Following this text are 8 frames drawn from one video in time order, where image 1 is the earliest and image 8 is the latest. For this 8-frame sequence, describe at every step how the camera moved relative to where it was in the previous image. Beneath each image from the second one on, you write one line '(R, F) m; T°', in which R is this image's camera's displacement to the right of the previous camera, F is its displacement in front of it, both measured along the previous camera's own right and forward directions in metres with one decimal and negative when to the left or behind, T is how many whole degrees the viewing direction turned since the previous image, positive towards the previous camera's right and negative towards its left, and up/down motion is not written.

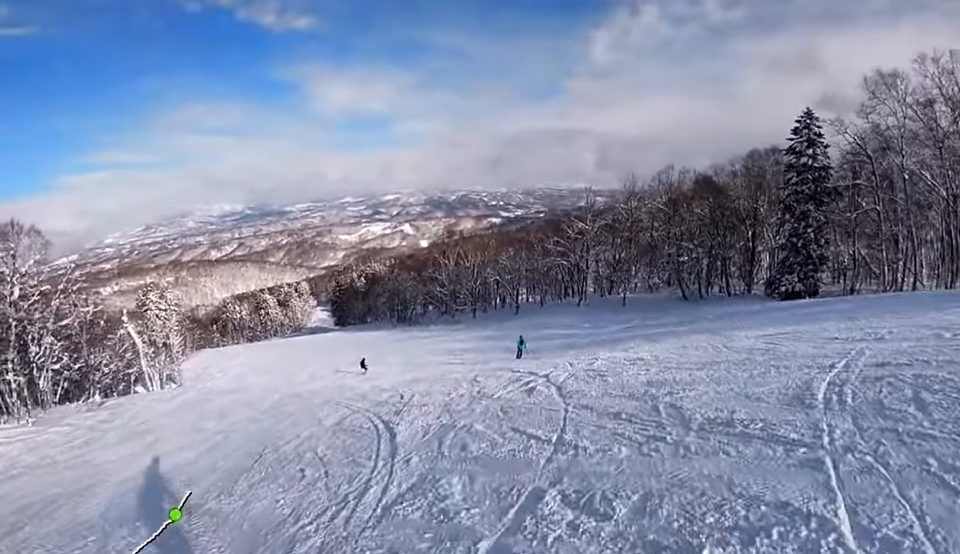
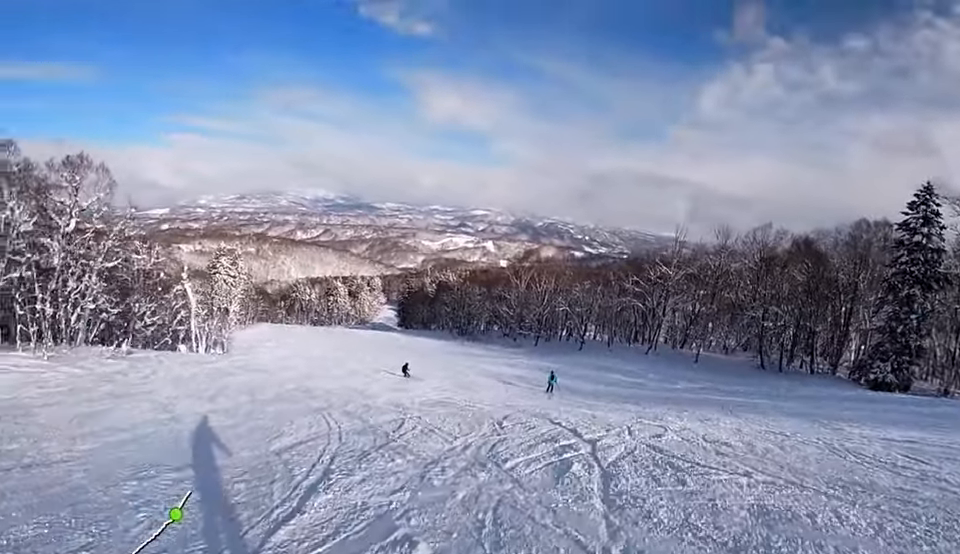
(-0.1, +4.3) m; -8°
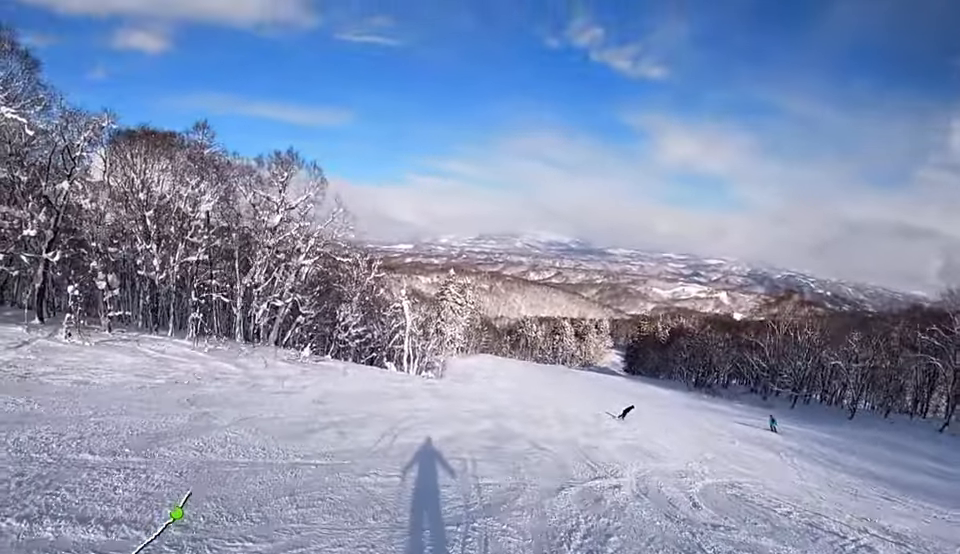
(-3.0, +11.3) m; -14°
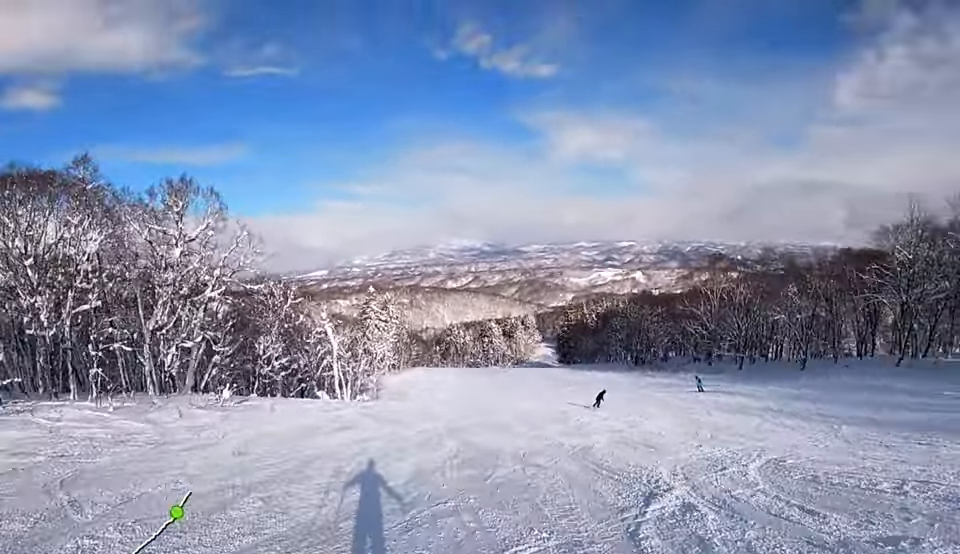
(+0.1, +3.8) m; +2°
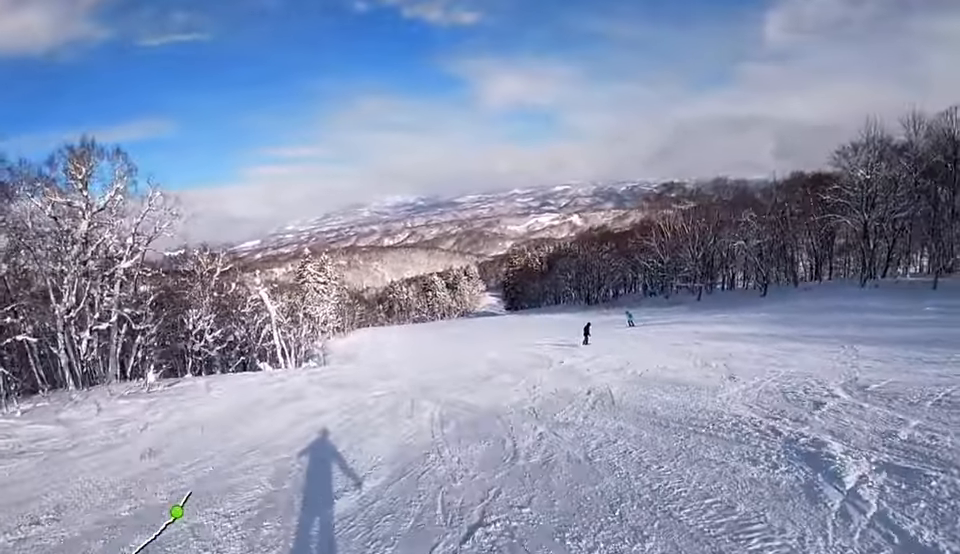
(+0.6, +3.7) m; +3°
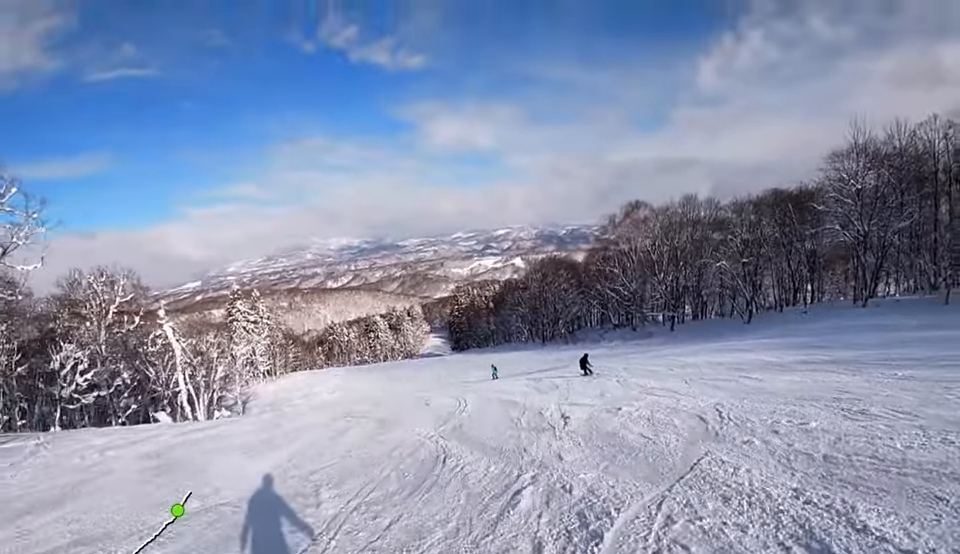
(-0.1, +10.2) m; -4°
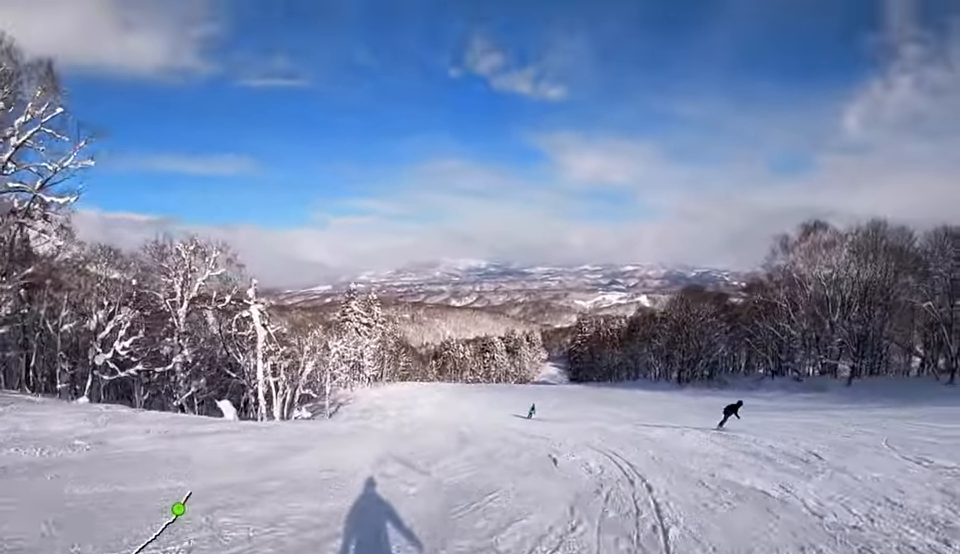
(-0.4, +10.1) m; -1°
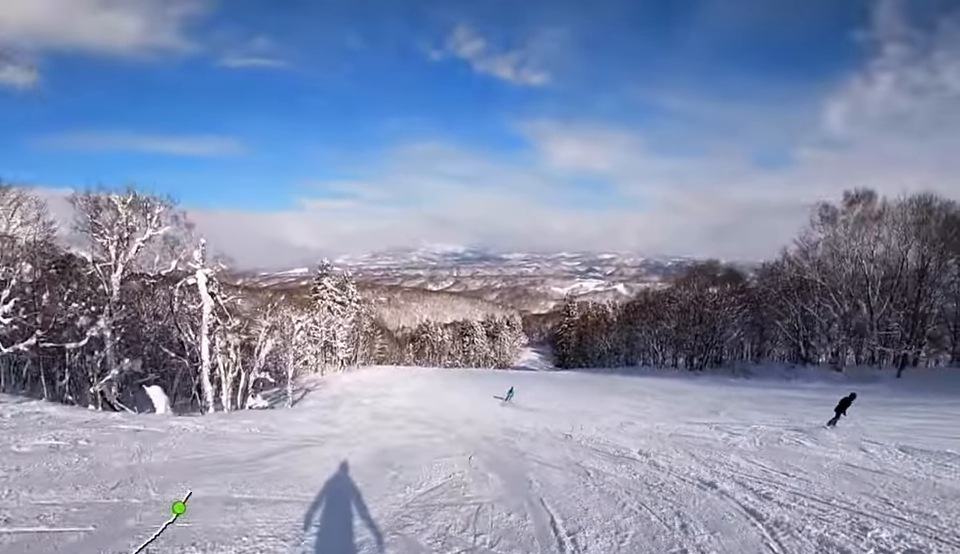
(+0.3, +9.1) m; +2°
